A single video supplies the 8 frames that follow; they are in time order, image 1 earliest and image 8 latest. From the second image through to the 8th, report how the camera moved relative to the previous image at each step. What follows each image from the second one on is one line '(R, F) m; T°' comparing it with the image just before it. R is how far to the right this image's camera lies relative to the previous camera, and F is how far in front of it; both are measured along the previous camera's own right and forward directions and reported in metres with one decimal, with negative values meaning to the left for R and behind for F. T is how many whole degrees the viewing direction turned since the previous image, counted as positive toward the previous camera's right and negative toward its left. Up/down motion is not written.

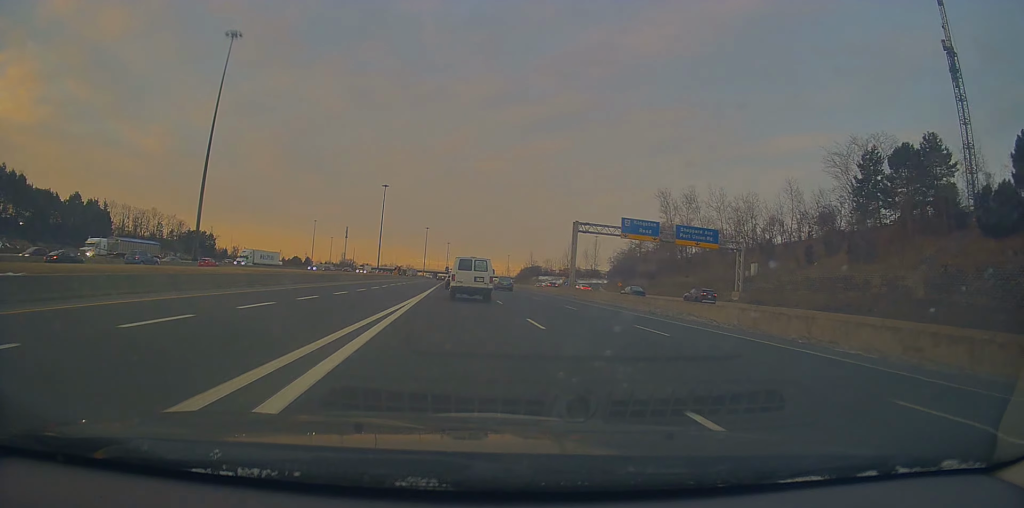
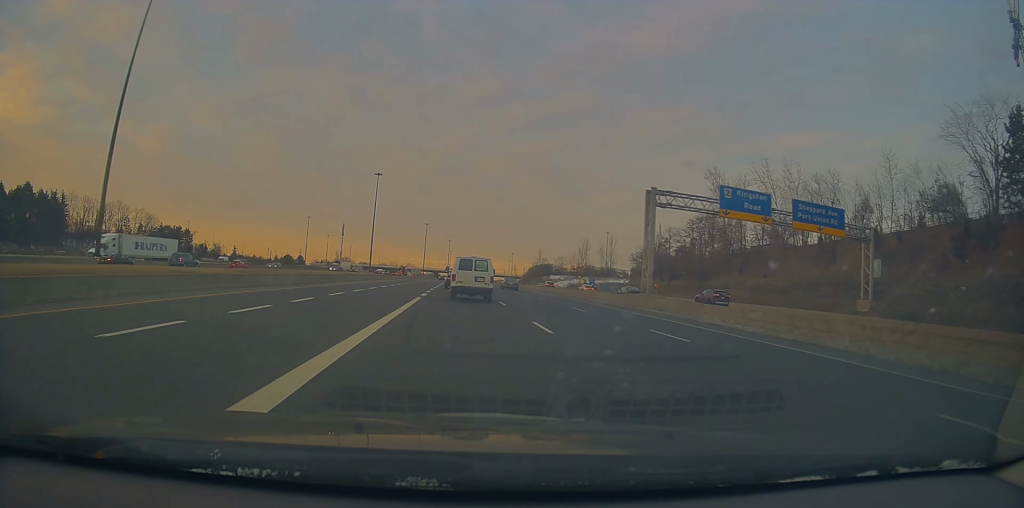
(-0.2, +25.4) m; 0°
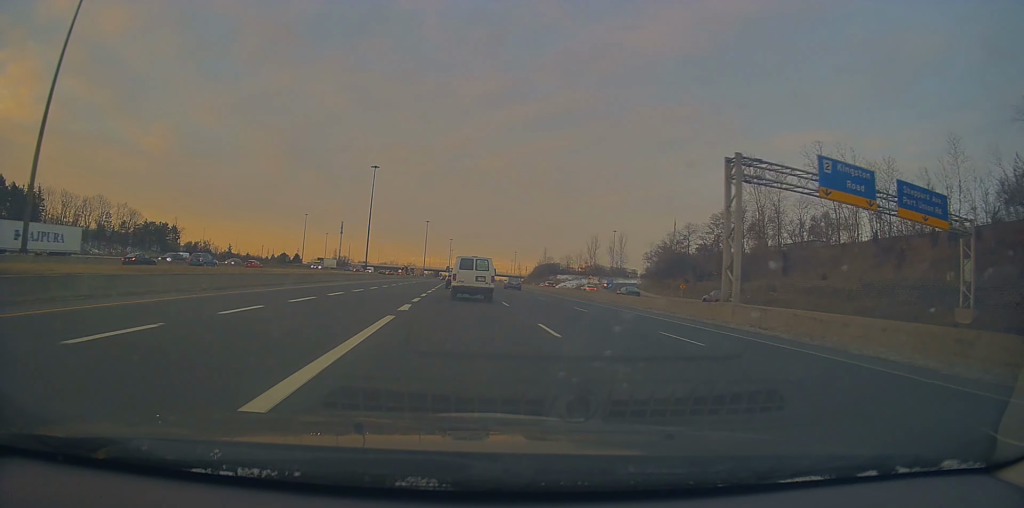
(+0.1, +12.6) m; 0°
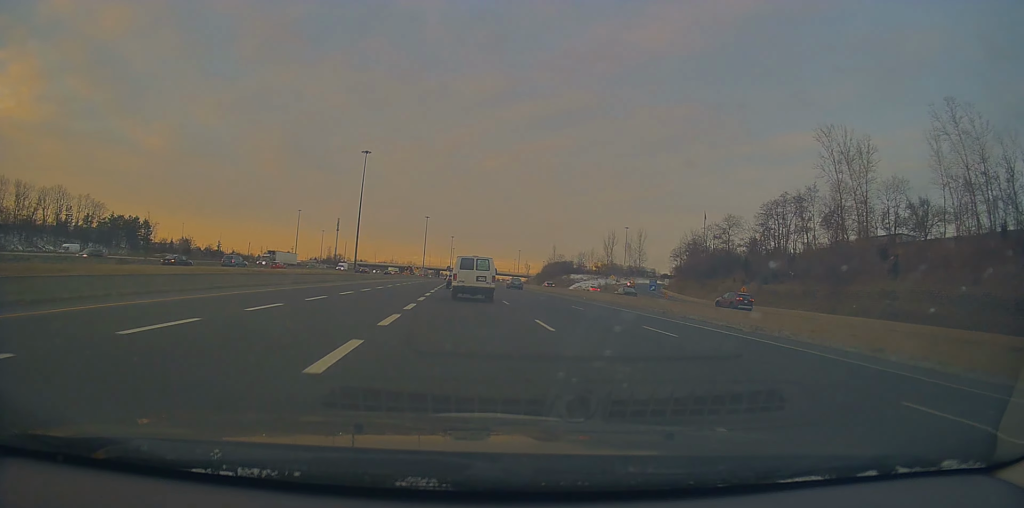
(+0.2, +22.6) m; +1°
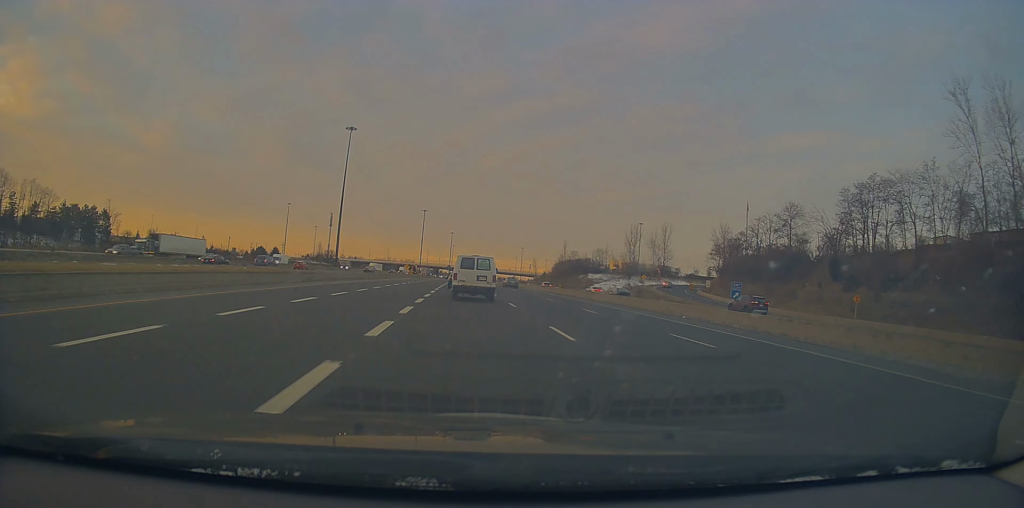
(+0.2, +26.2) m; -1°
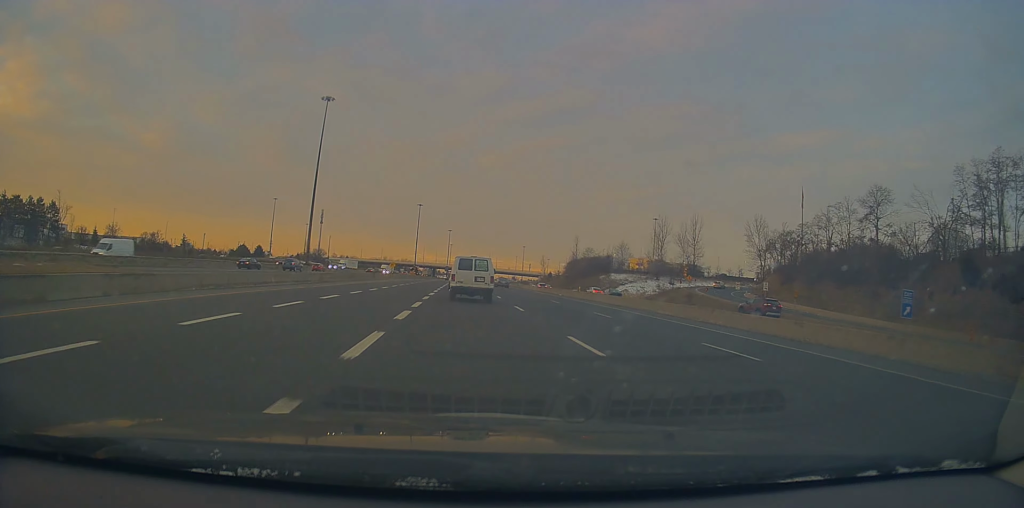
(-0.6, +26.1) m; -2°
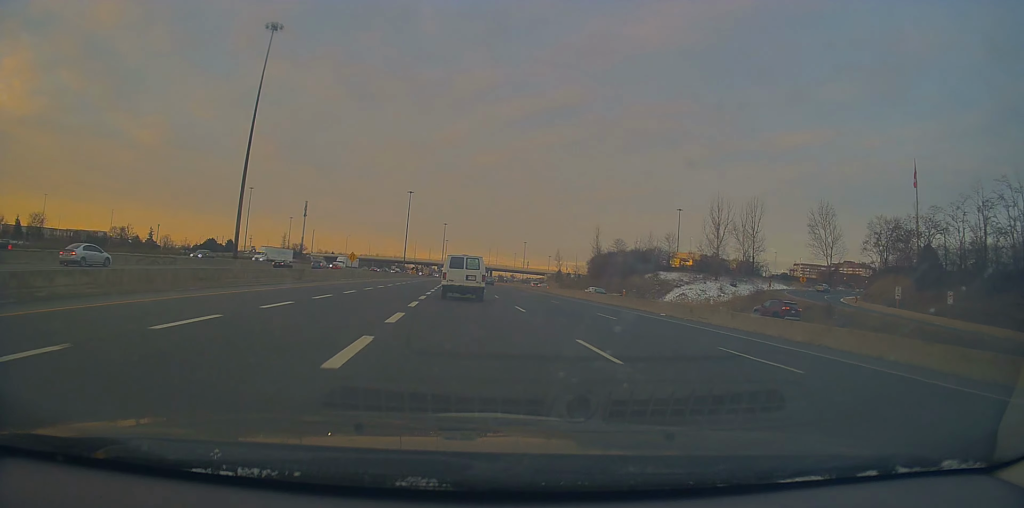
(+0.1, +36.9) m; +1°
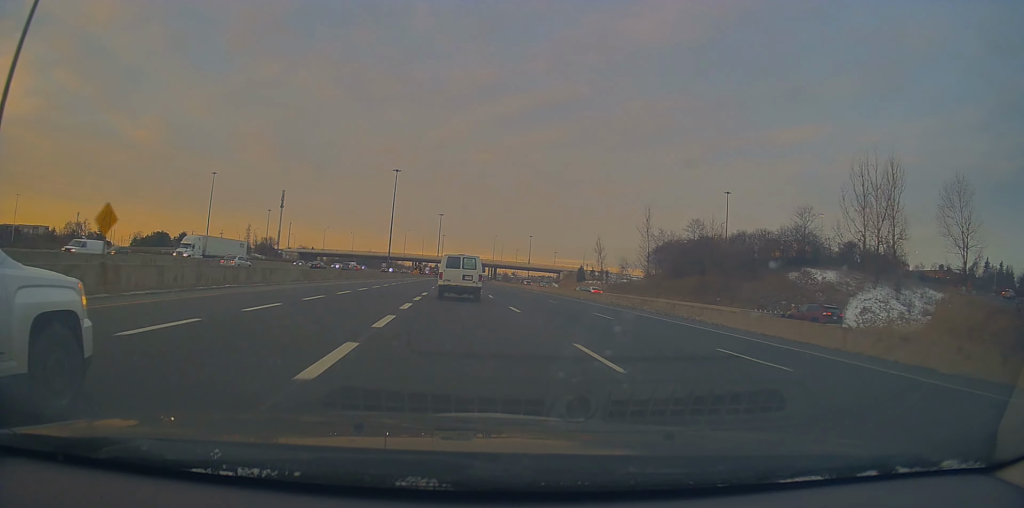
(+0.7, +48.7) m; +1°
